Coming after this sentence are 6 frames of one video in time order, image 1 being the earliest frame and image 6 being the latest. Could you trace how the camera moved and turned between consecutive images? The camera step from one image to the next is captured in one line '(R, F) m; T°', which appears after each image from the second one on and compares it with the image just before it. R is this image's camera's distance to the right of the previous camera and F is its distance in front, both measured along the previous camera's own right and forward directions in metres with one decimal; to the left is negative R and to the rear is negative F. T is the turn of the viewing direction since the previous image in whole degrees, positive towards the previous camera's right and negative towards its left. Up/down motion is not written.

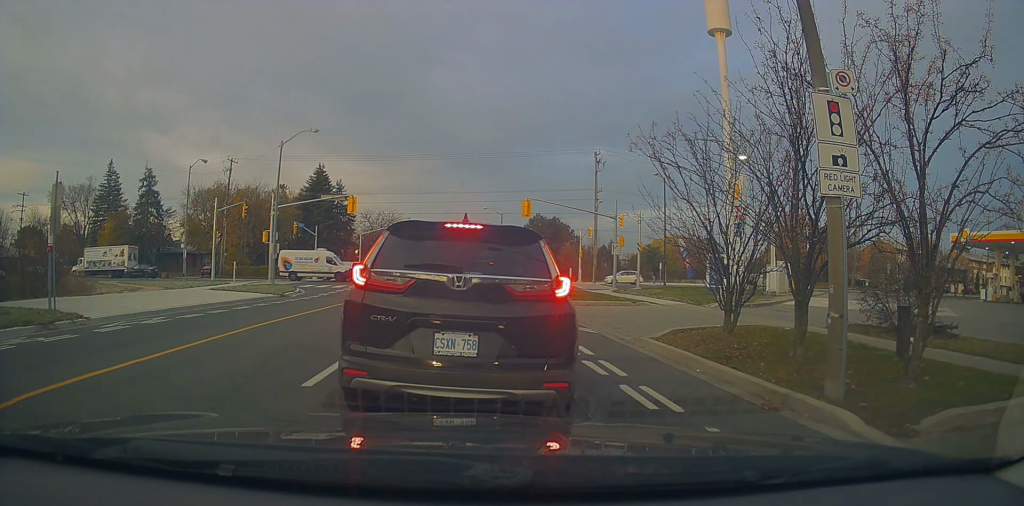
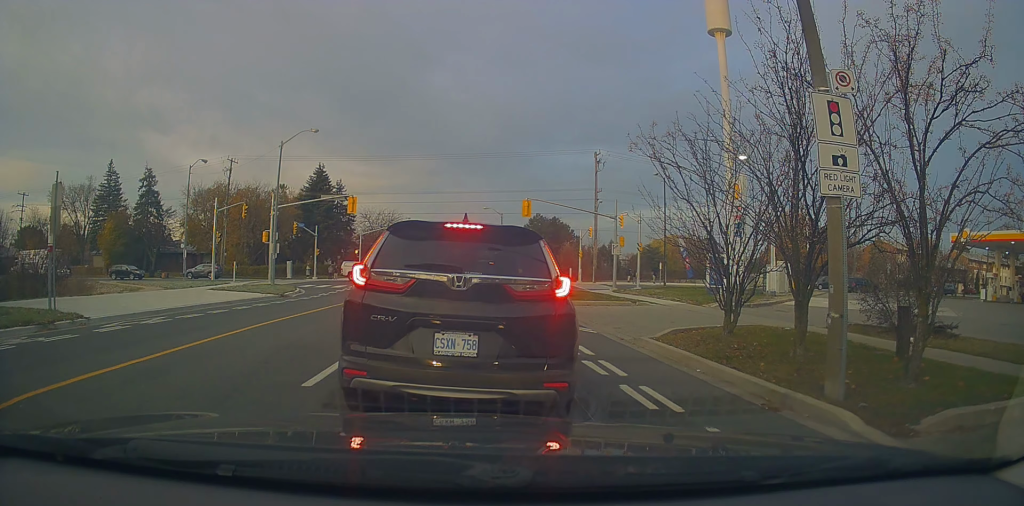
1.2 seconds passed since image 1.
(0.0, 0.0) m; 0°
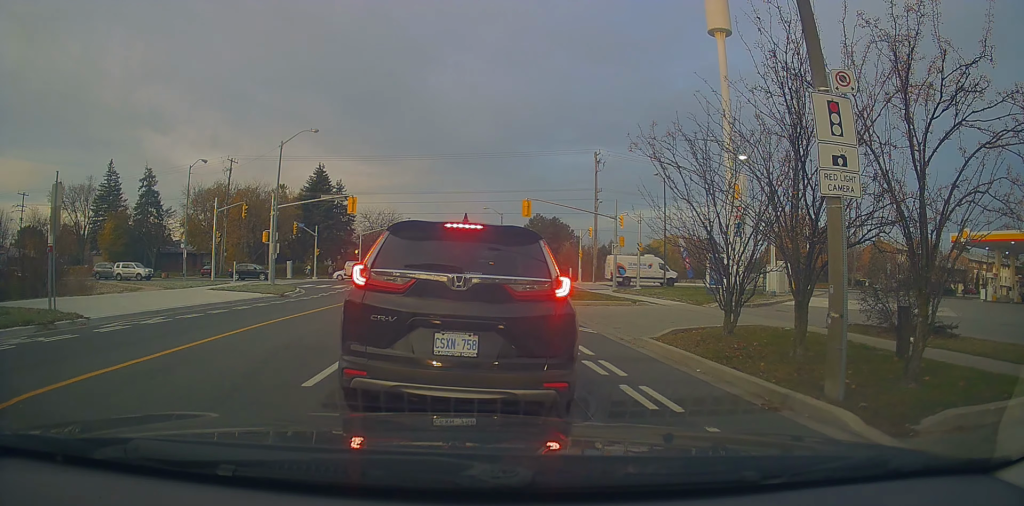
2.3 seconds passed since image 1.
(0.0, 0.0) m; 0°
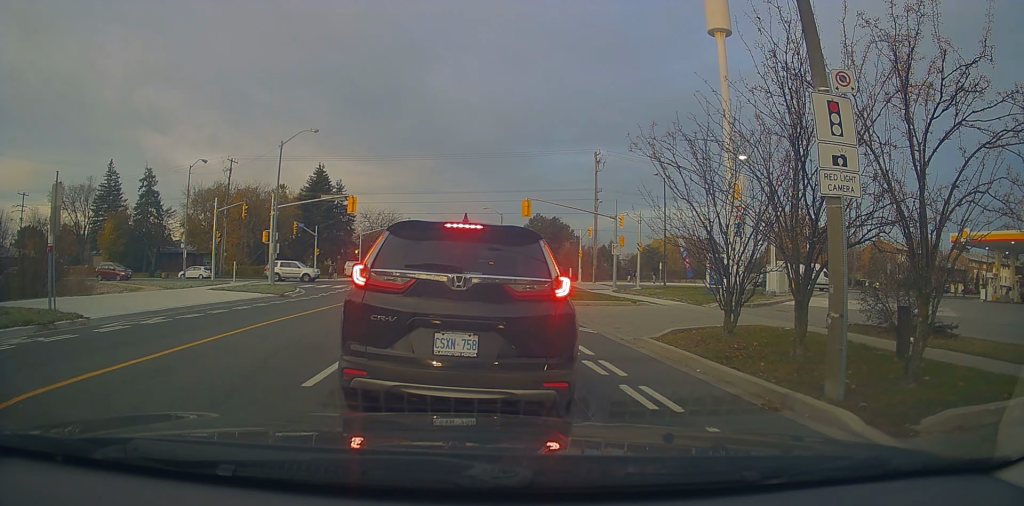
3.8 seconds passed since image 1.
(0.0, 0.0) m; 0°
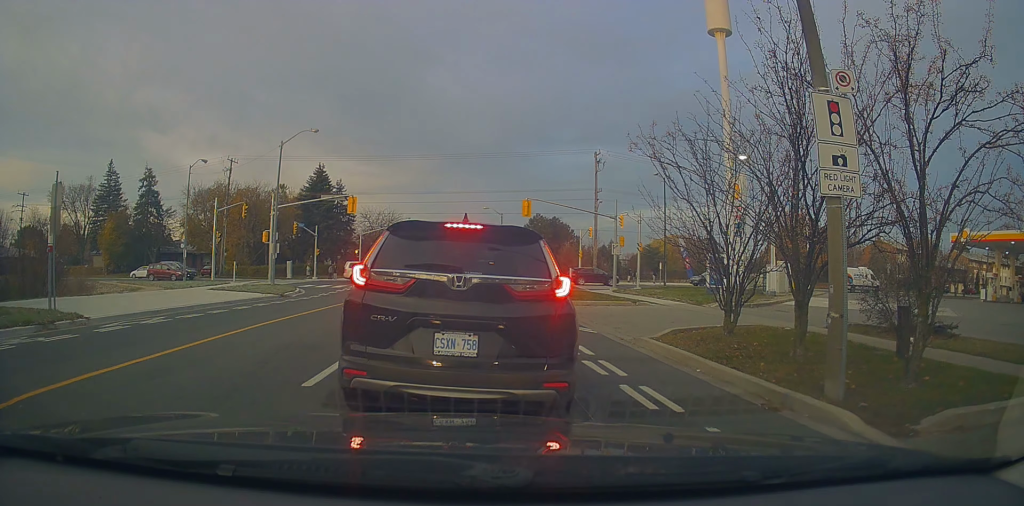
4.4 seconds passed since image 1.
(0.0, 0.0) m; 0°
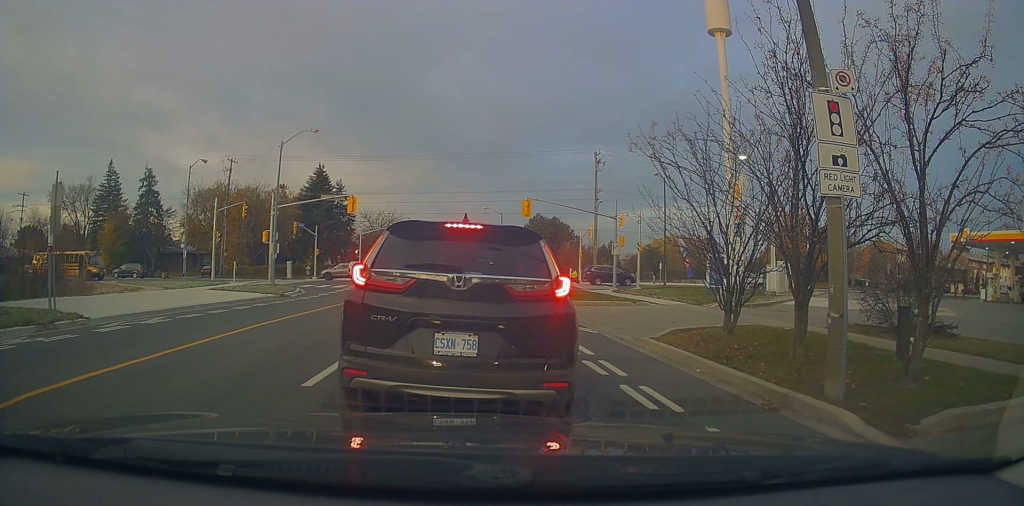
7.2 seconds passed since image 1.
(0.0, 0.0) m; 0°
